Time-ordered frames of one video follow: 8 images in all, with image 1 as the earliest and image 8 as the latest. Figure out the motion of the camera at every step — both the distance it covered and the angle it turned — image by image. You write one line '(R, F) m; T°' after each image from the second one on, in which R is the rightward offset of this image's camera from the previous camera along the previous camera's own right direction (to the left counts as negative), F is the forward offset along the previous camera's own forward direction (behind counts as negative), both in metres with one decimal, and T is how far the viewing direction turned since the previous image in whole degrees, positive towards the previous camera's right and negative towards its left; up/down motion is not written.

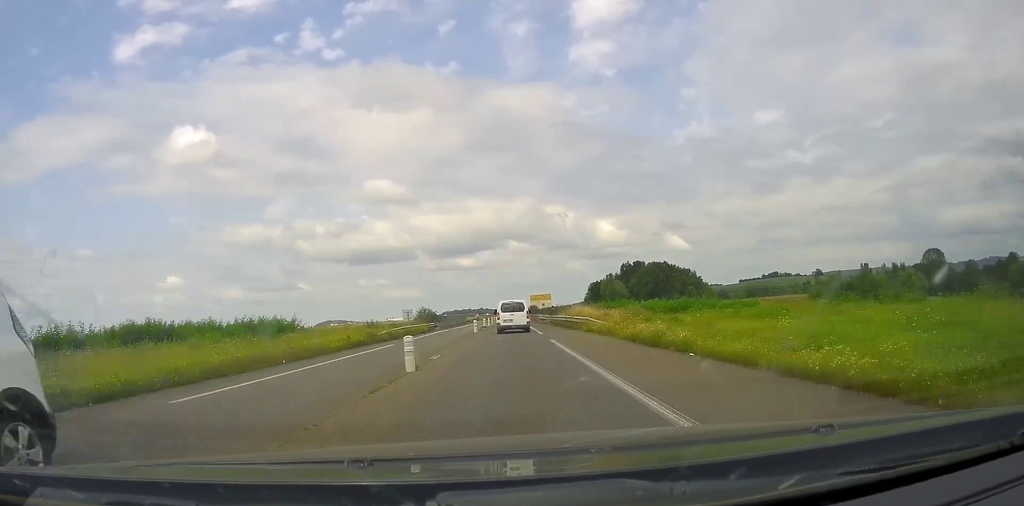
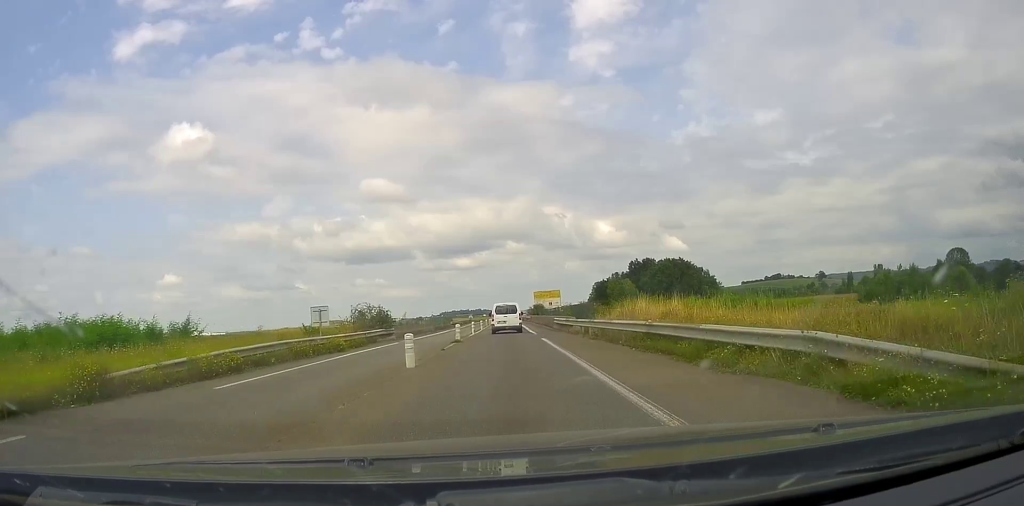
(+0.4, +23.9) m; 0°
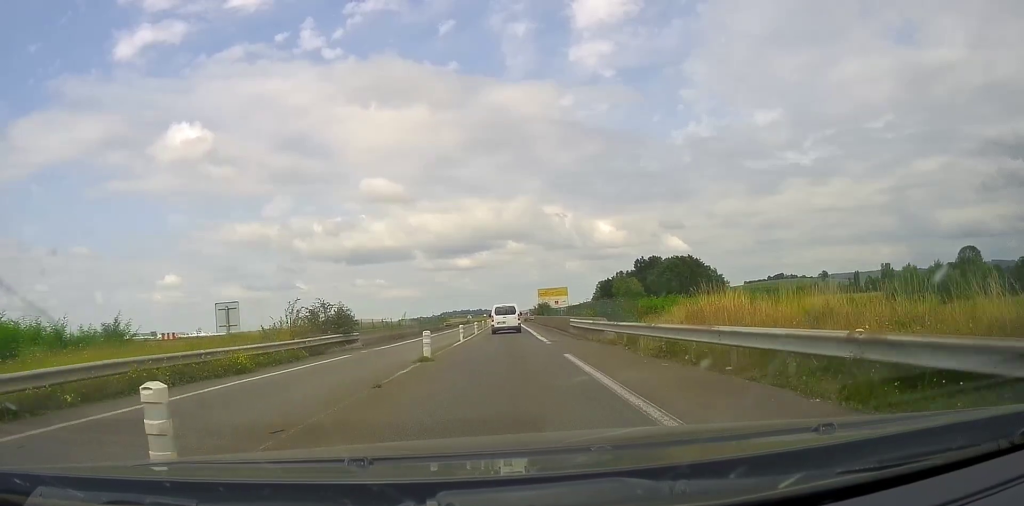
(-0.4, +9.5) m; -2°
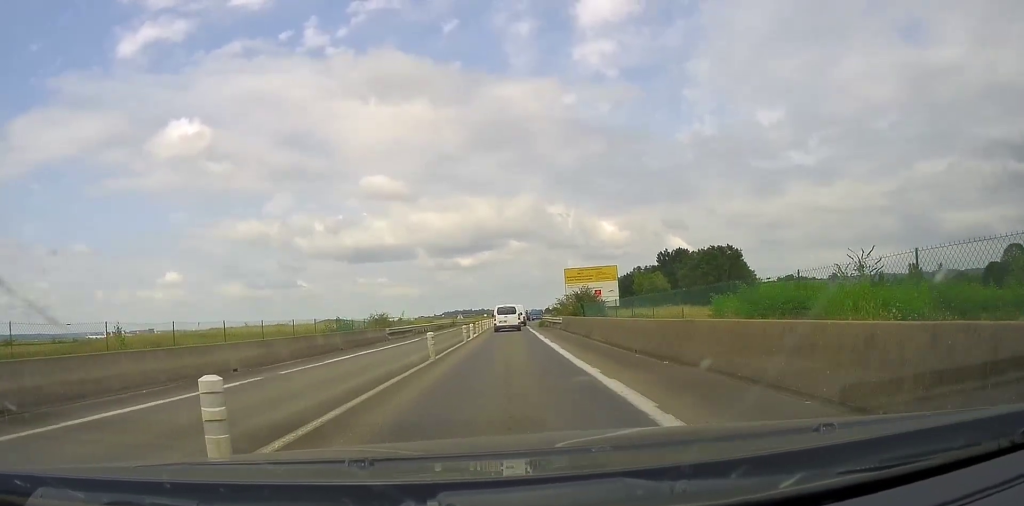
(+0.6, +33.8) m; +3°
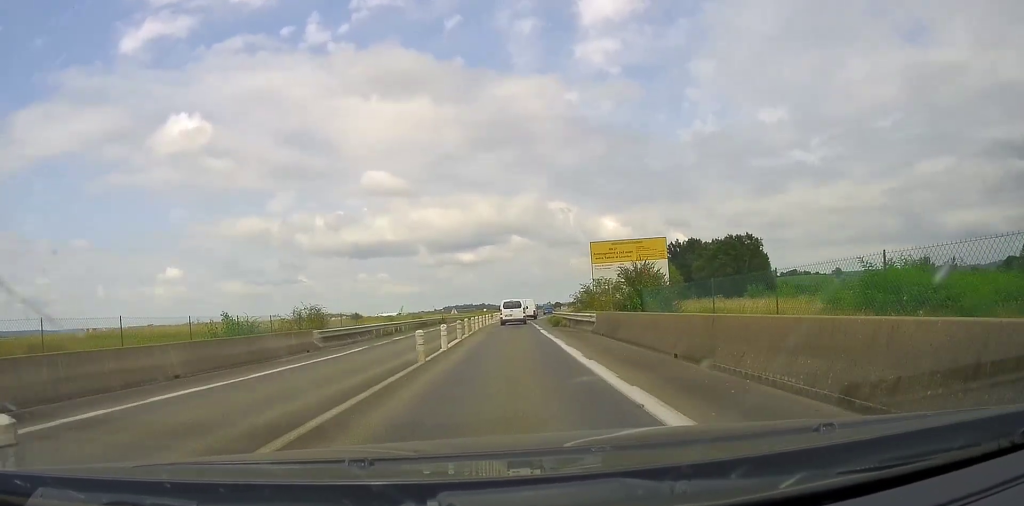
(-0.2, +13.7) m; -1°
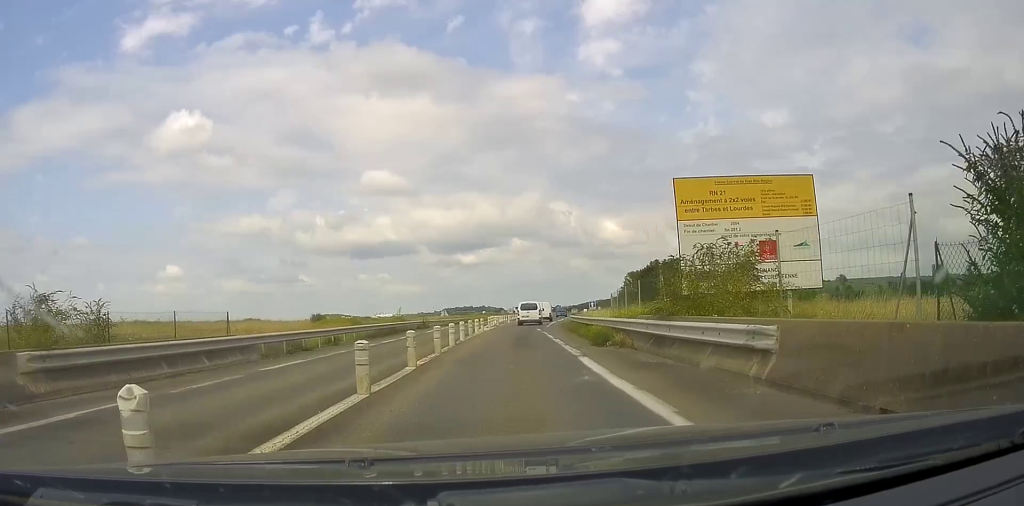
(-0.1, +15.9) m; 0°
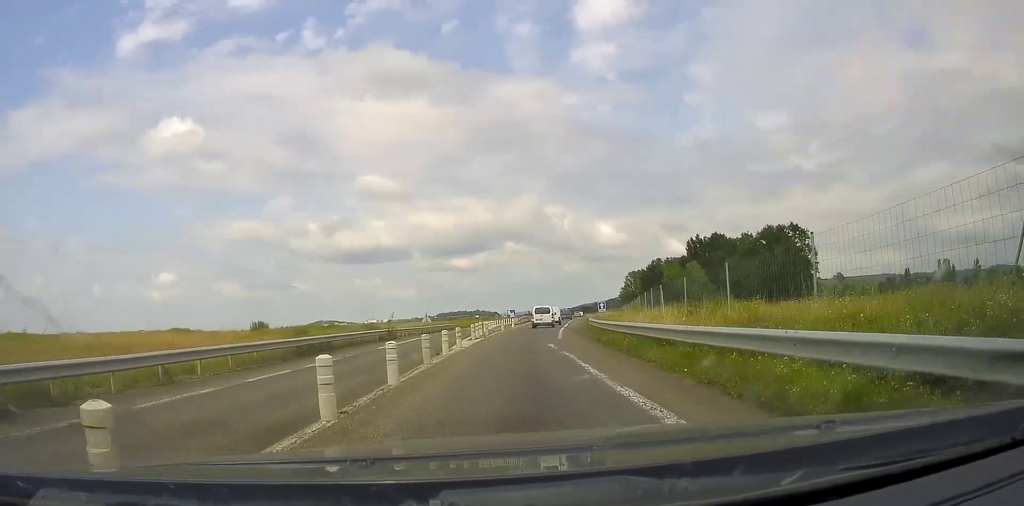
(0.0, +13.8) m; 0°
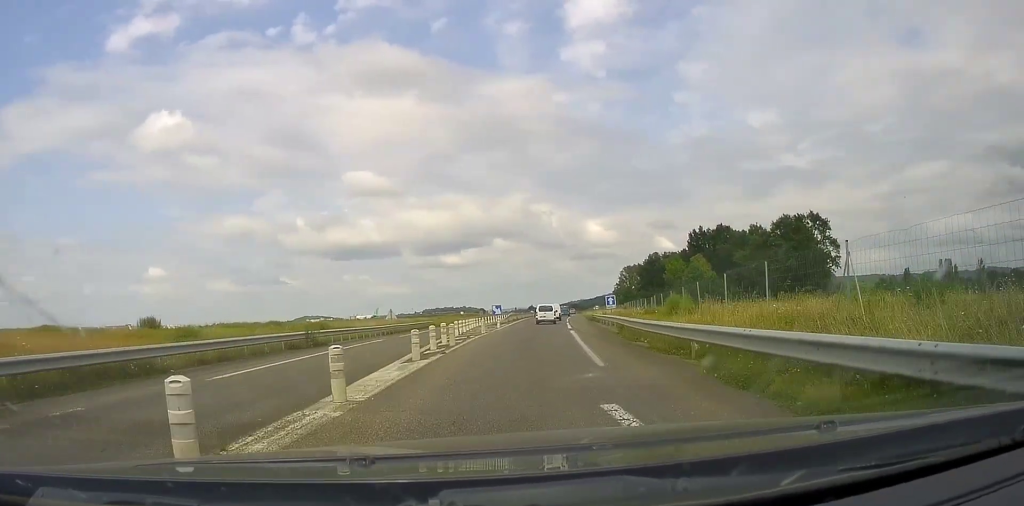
(0.0, +14.6) m; 0°
